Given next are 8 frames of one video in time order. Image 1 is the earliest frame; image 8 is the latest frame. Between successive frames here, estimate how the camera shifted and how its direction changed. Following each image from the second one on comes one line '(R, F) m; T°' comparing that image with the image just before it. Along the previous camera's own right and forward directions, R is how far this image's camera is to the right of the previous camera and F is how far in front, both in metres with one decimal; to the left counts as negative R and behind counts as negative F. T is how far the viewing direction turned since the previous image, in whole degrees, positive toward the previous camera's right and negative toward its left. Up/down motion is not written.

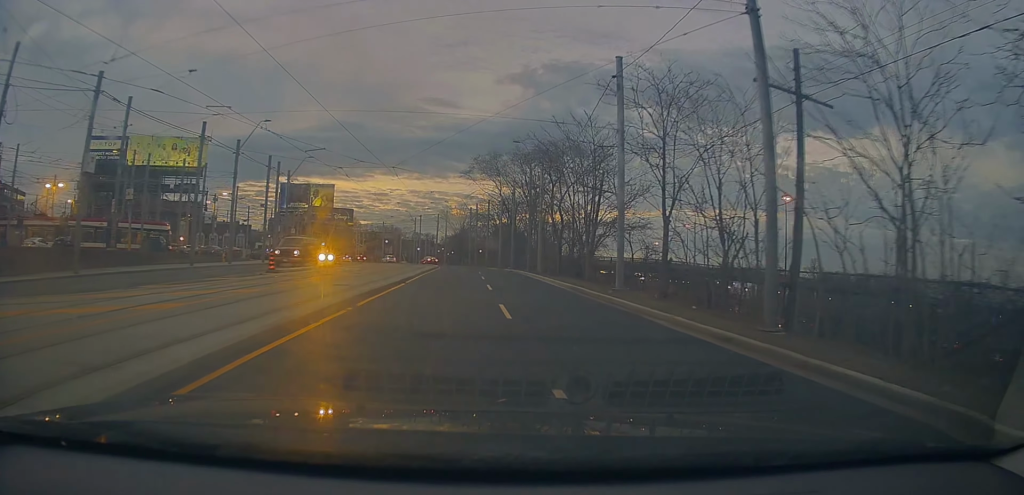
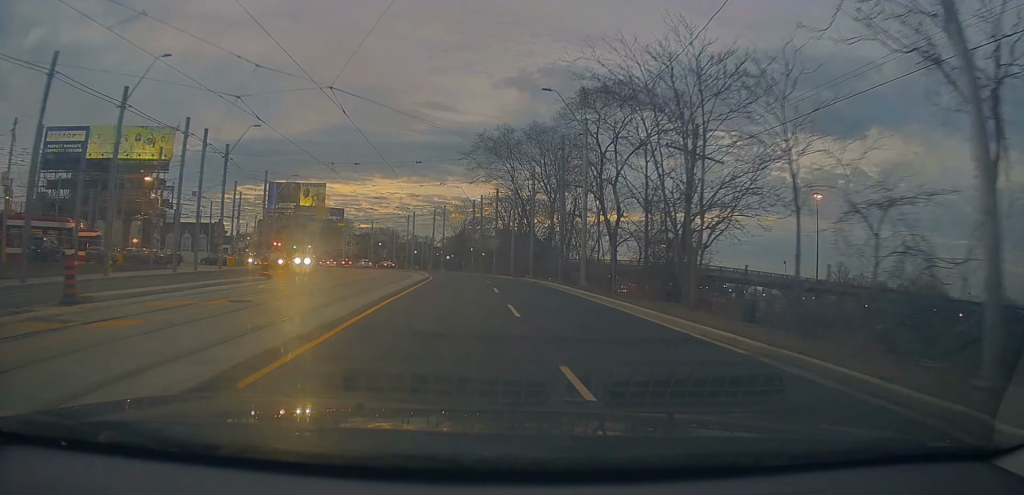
(-0.4, +16.0) m; 0°
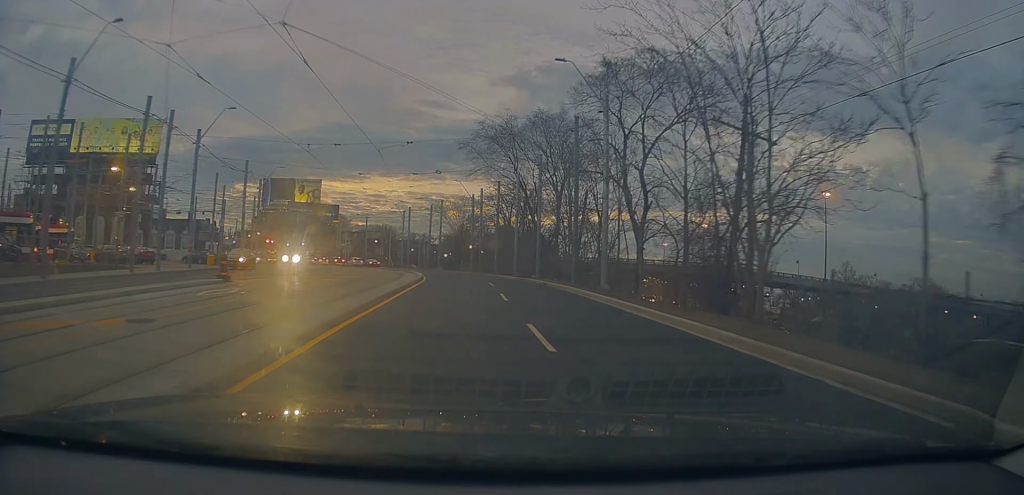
(+0.1, +4.6) m; +1°
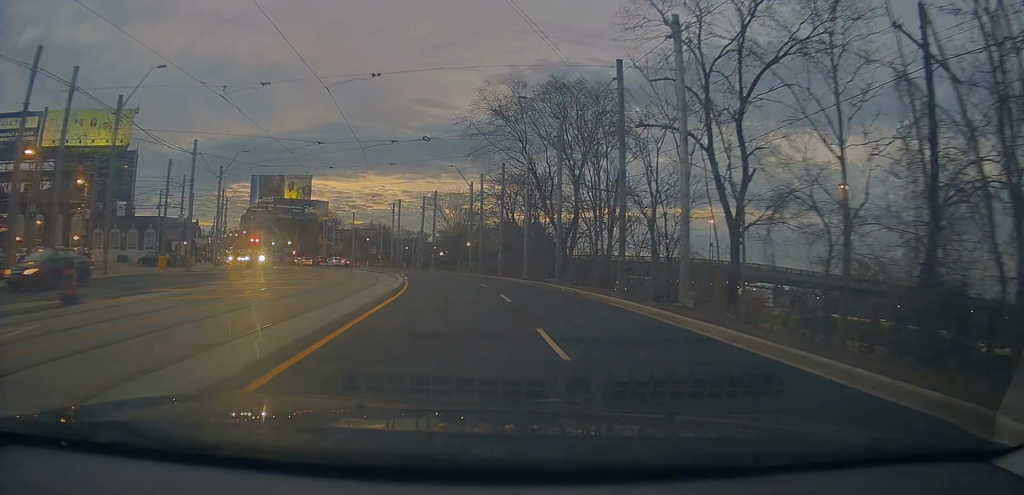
(+0.1, +10.1) m; 0°
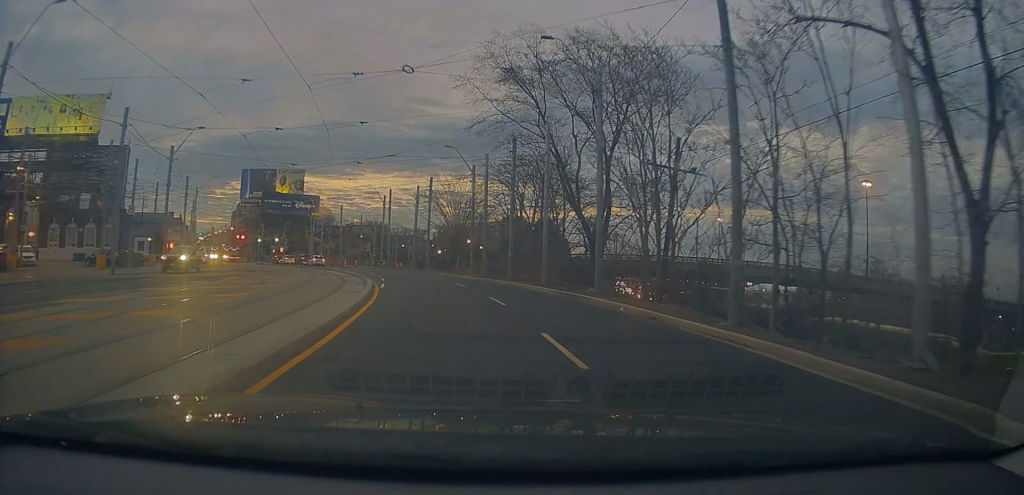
(0.0, +10.4) m; -3°
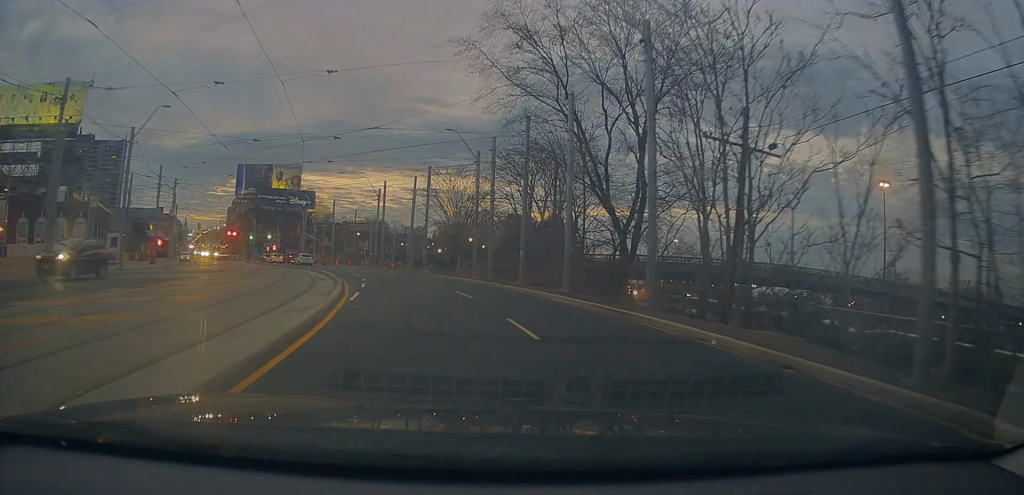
(-0.3, +6.5) m; +3°
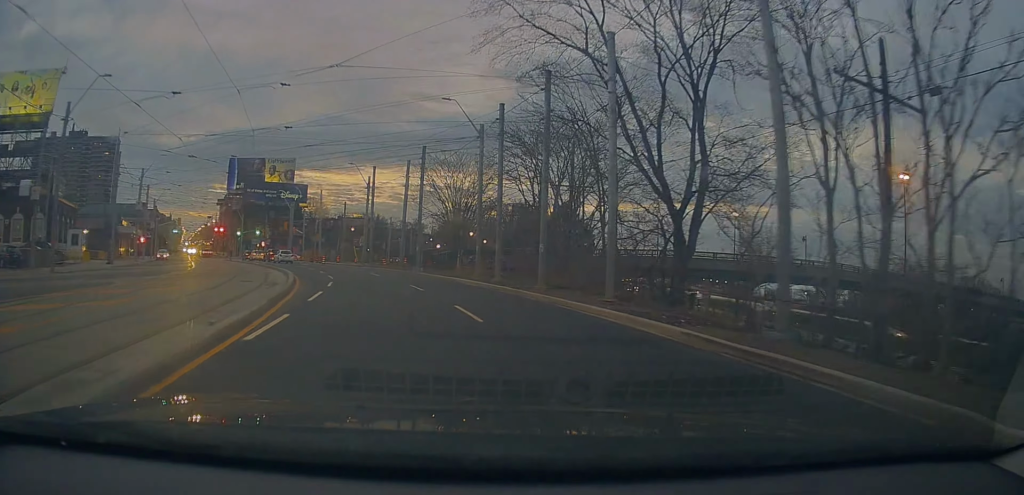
(+0.5, +7.4) m; +3°
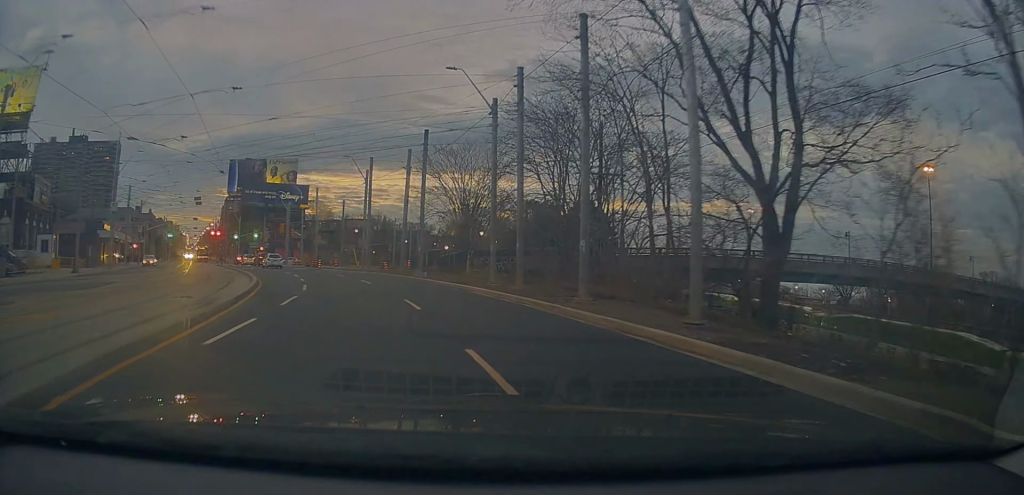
(+0.3, +6.1) m; 0°
